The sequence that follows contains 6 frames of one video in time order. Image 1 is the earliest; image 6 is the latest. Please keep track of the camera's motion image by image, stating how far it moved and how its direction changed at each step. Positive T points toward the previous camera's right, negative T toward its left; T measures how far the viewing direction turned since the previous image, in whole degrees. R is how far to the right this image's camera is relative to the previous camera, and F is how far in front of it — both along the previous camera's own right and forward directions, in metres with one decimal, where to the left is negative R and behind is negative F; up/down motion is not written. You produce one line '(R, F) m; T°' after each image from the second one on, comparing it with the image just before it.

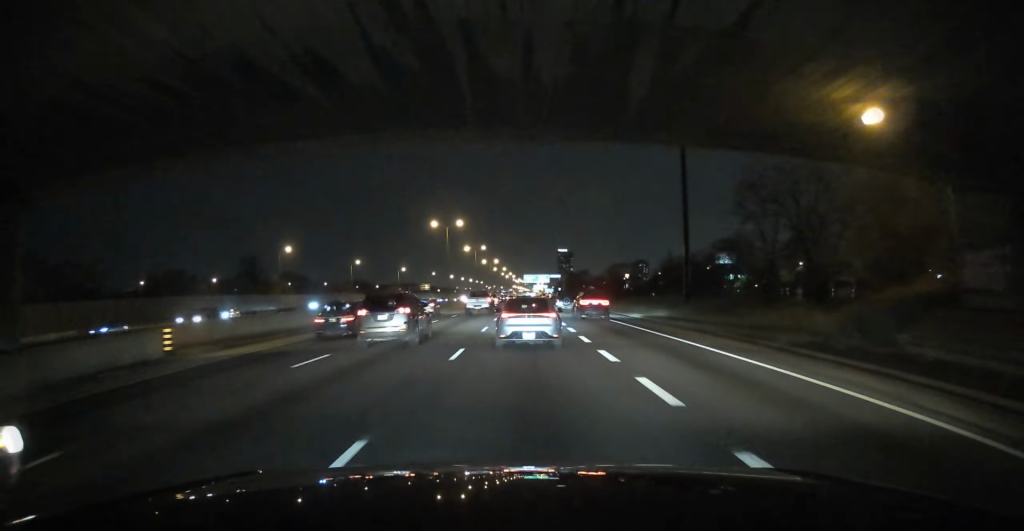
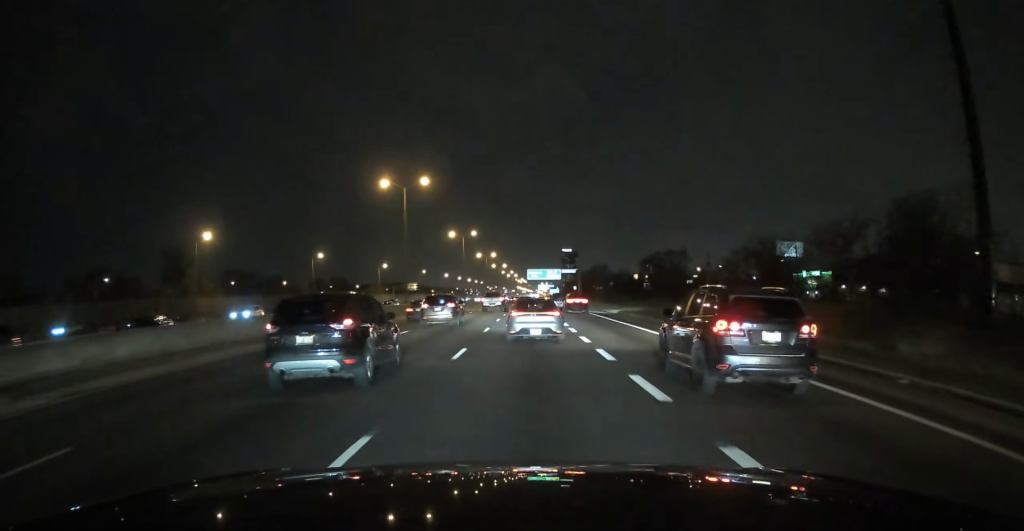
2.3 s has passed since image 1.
(0.0, +48.2) m; 0°
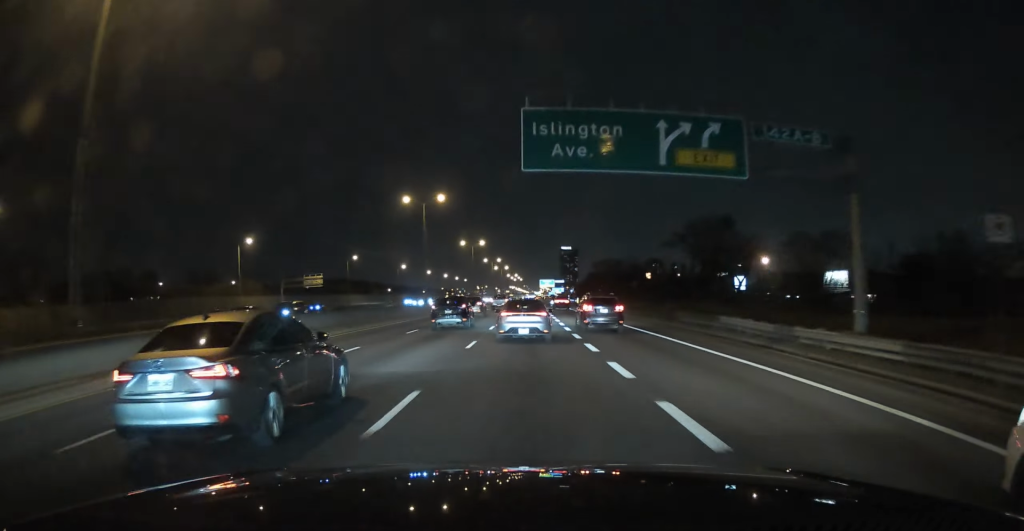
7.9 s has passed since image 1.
(+0.9, +126.7) m; 0°
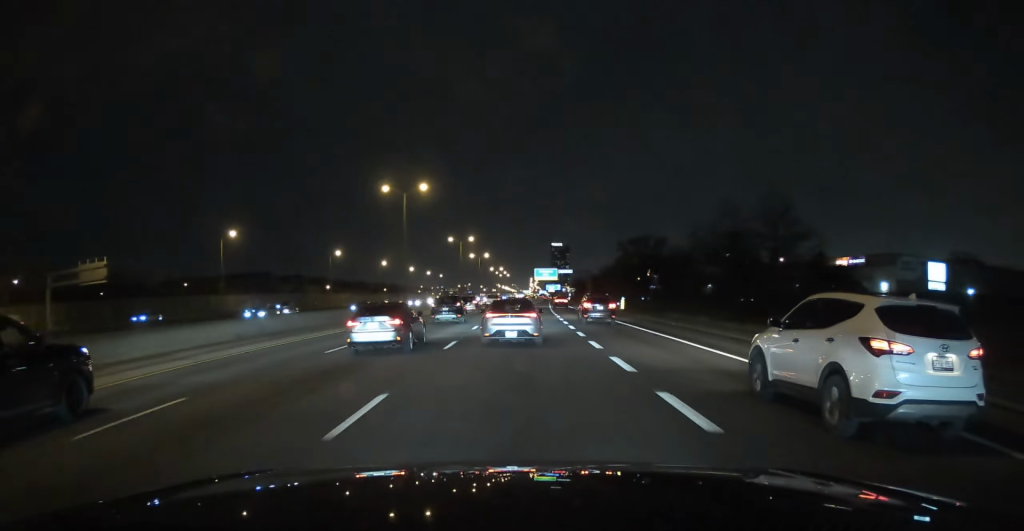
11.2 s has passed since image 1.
(+0.1, +83.1) m; +1°
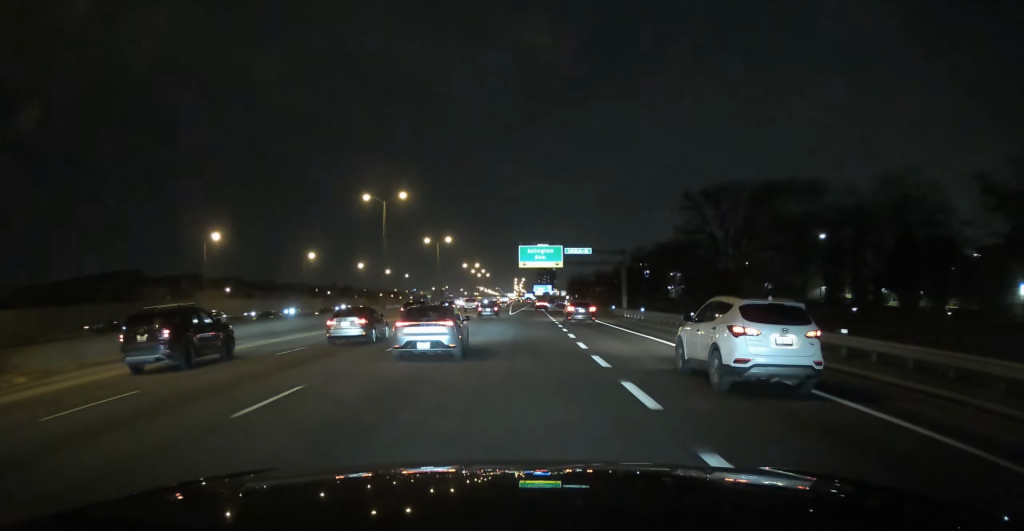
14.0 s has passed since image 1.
(+1.0, +71.7) m; +1°
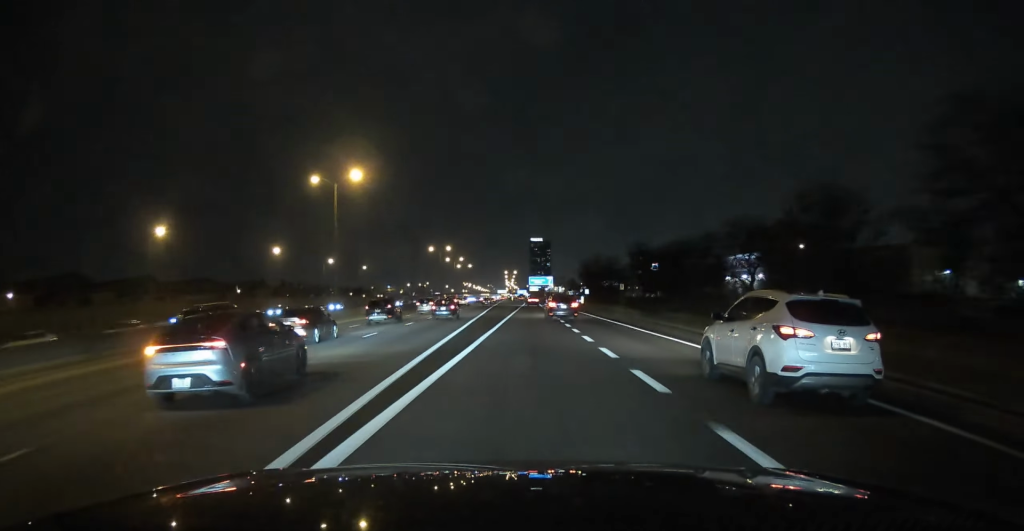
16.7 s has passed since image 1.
(0.0, +75.3) m; +1°
